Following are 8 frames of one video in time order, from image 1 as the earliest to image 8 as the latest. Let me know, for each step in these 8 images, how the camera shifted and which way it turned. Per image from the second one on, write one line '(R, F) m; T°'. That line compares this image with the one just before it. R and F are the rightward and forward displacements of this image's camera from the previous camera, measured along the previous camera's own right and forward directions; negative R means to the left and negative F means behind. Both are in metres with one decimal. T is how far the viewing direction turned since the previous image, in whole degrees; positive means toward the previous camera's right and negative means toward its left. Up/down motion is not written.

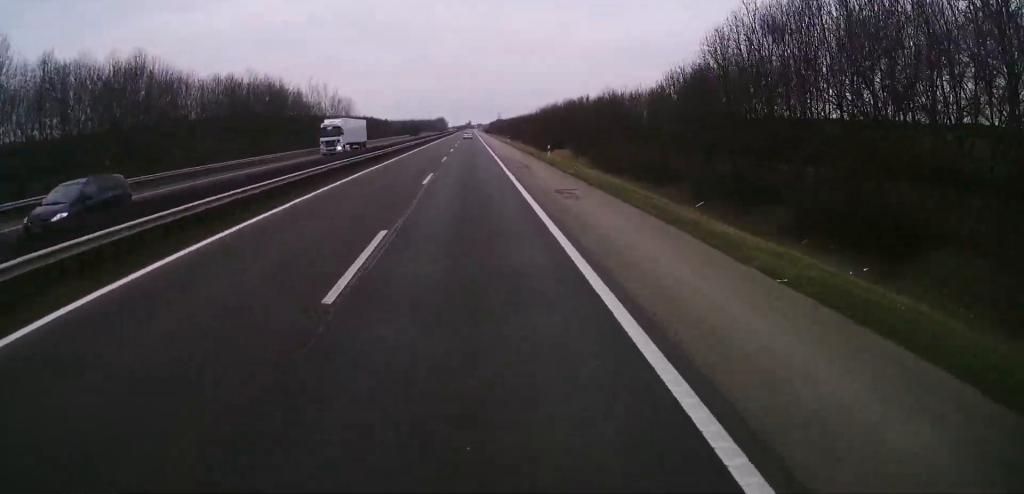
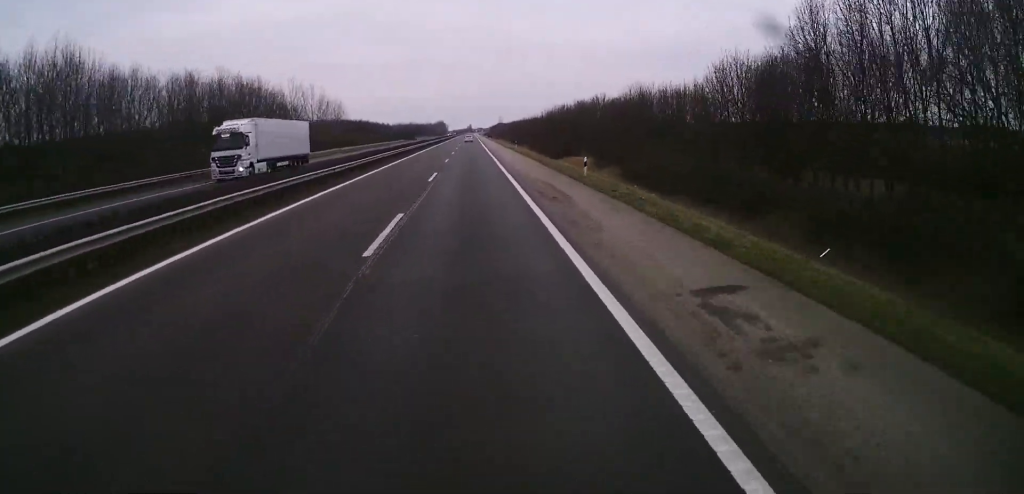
(+0.1, +14.7) m; 0°
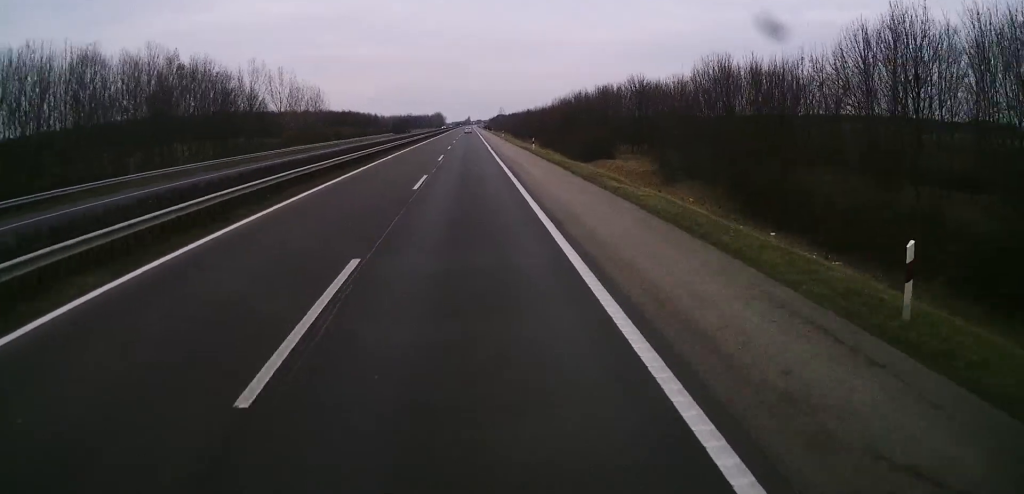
(-0.2, +24.6) m; 0°
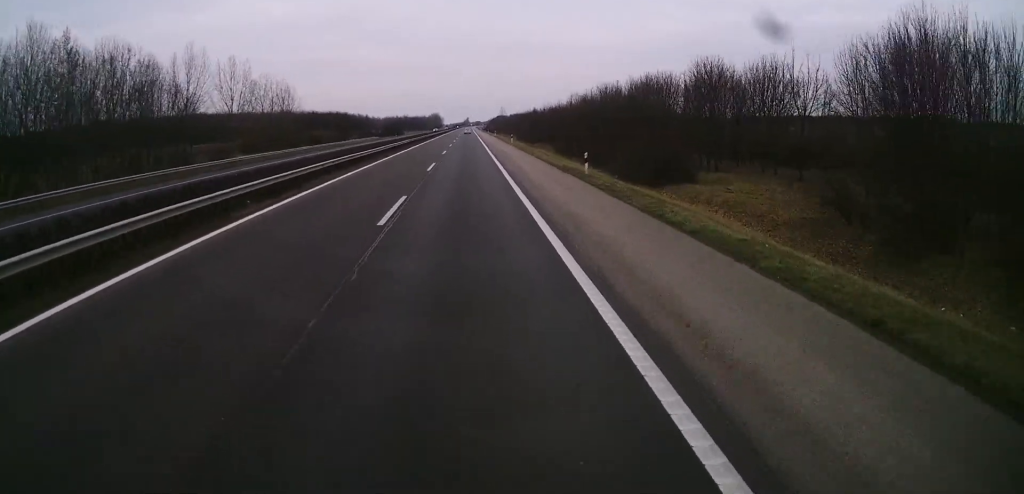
(+0.2, +26.2) m; +1°
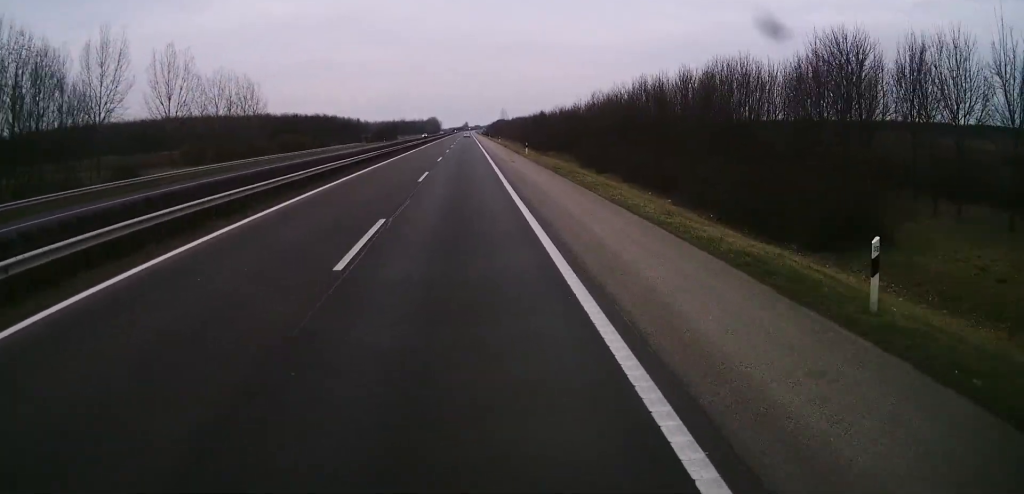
(+0.1, +22.4) m; 0°
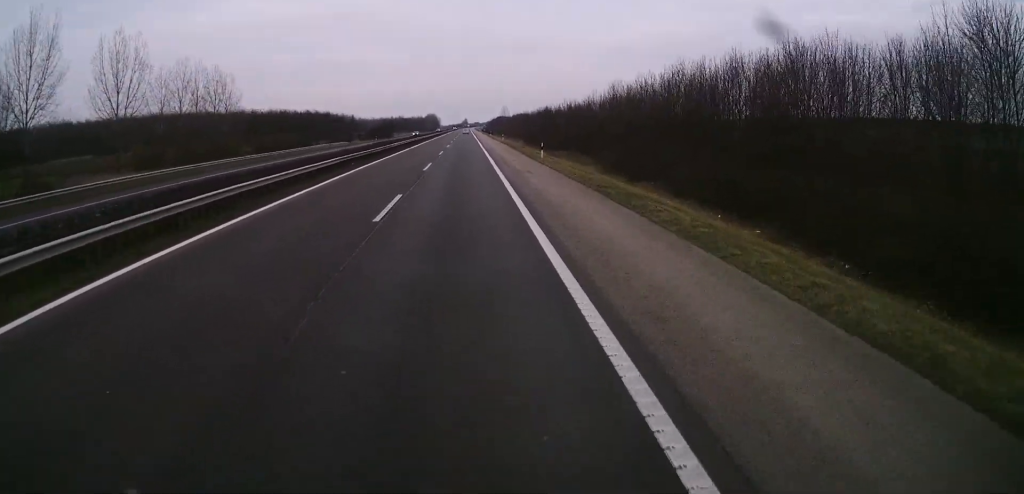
(0.0, +13.2) m; 0°
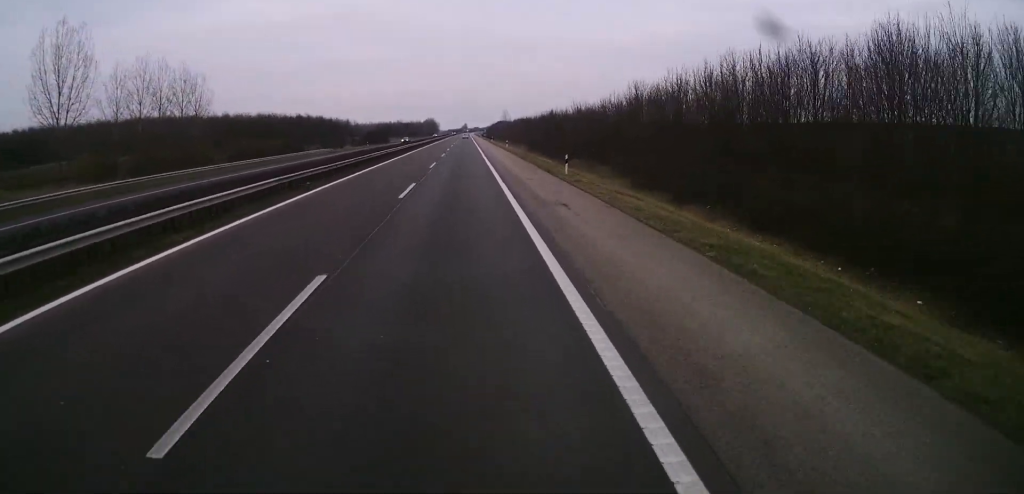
(0.0, +11.6) m; 0°
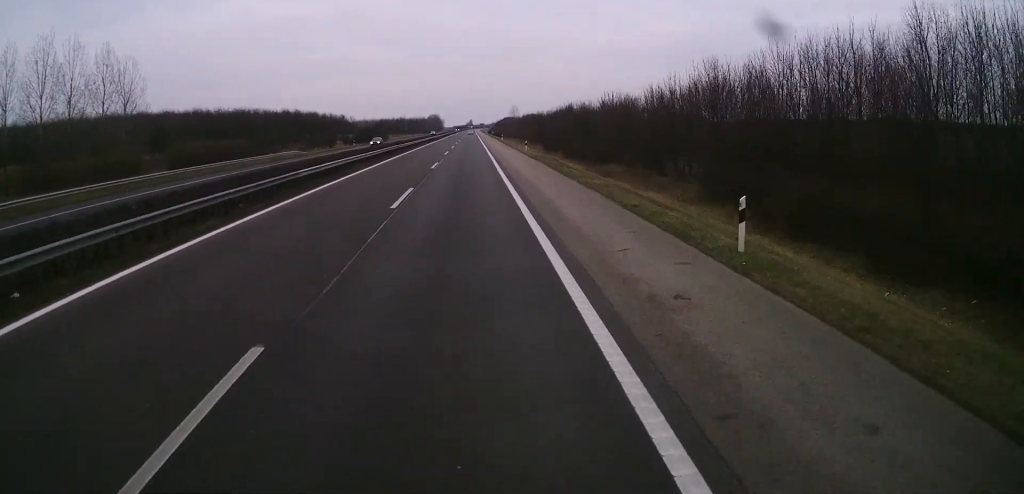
(0.0, +21.7) m; 0°
